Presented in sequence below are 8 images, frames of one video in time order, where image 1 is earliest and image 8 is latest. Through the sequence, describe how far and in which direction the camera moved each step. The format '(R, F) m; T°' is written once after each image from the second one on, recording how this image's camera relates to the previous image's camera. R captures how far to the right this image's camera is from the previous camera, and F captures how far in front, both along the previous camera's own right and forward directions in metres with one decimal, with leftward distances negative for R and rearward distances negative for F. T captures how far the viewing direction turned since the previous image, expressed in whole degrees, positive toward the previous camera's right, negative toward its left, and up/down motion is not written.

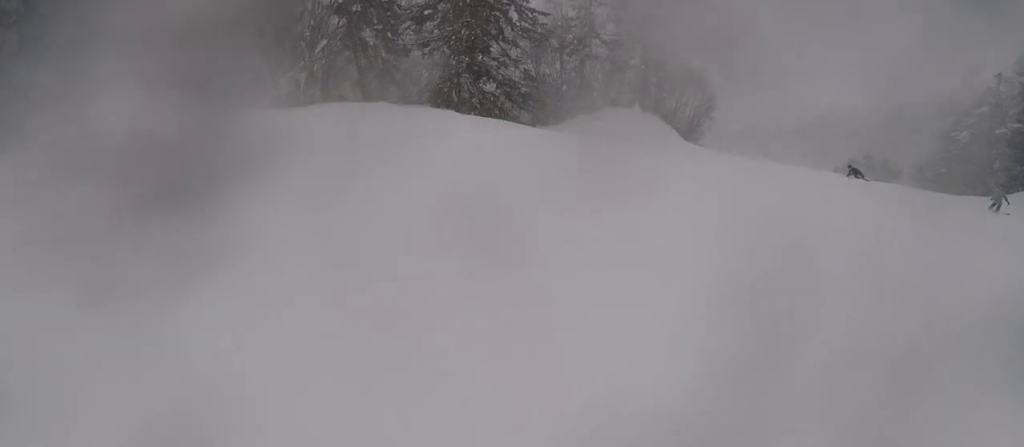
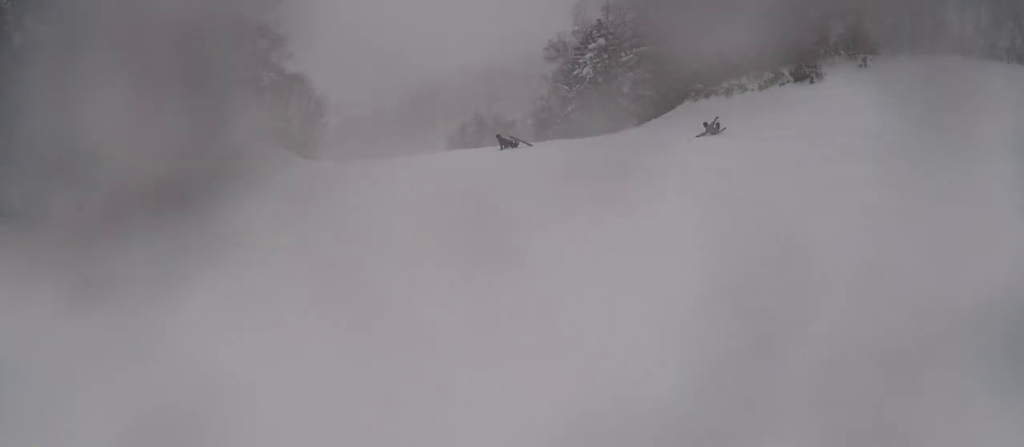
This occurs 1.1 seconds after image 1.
(+1.9, +5.7) m; +23°
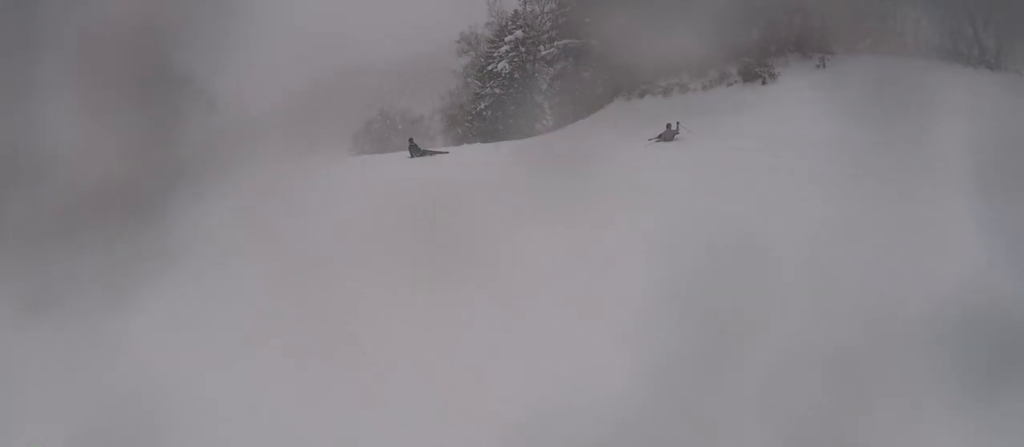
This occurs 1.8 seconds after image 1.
(+0.5, +4.4) m; 0°
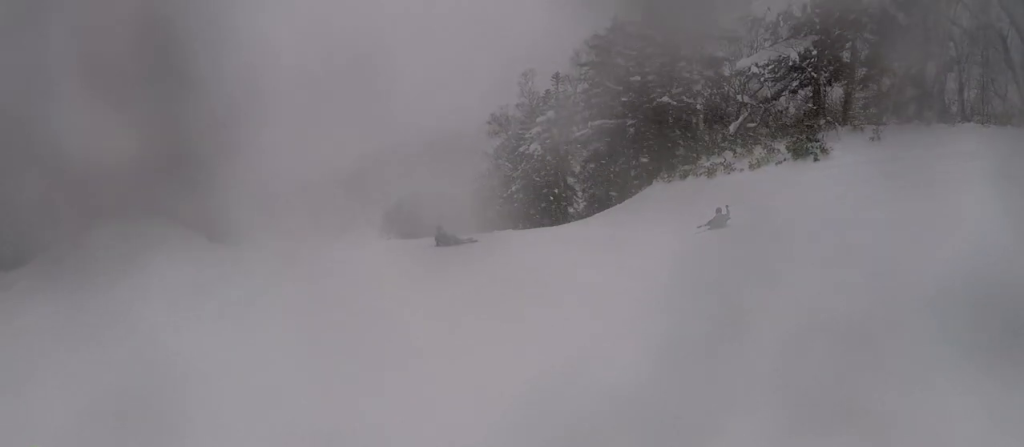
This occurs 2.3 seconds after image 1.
(-0.2, +2.7) m; -8°
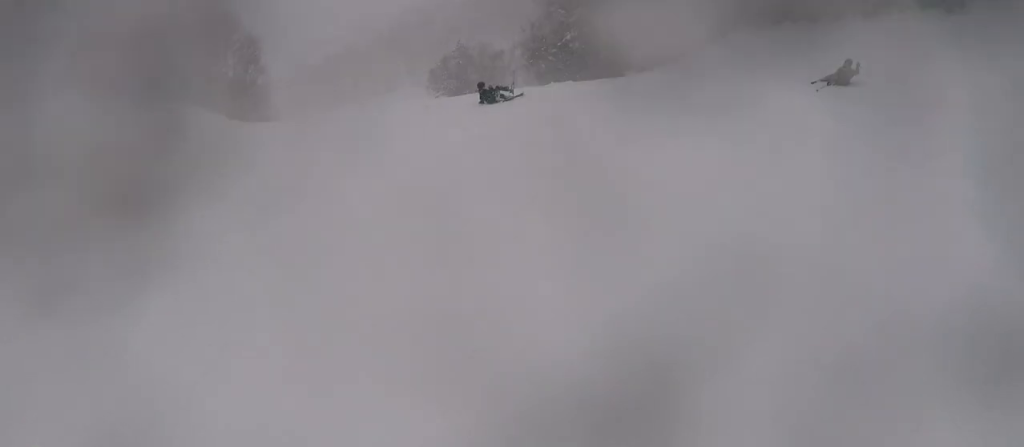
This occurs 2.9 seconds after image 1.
(-0.3, +3.5) m; -7°
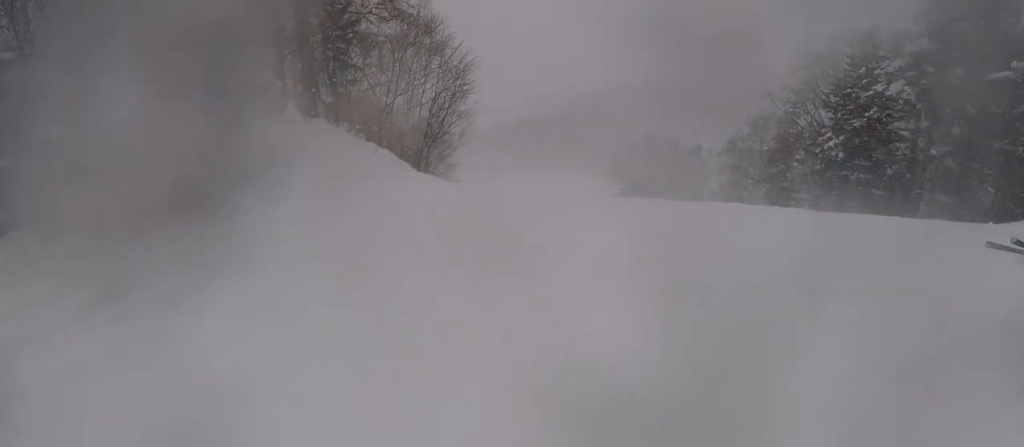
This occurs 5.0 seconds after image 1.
(+0.2, +11.3) m; +25°
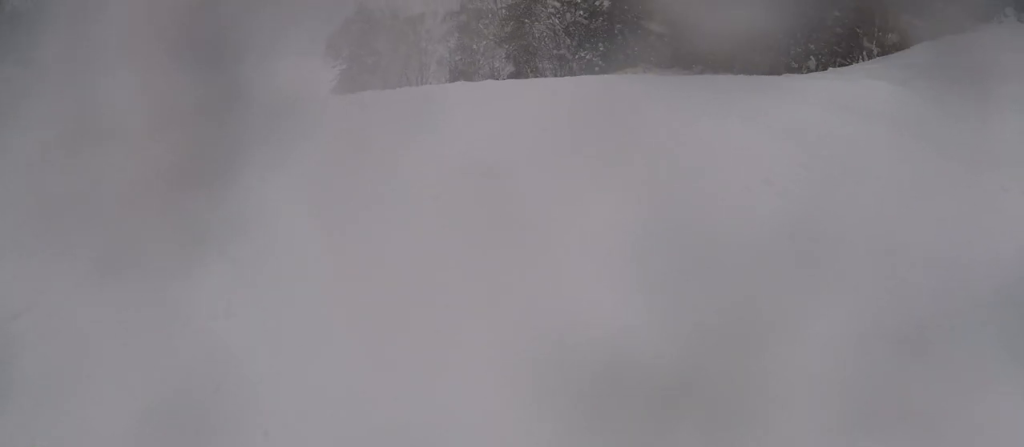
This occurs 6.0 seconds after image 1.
(+1.5, +4.8) m; +28°
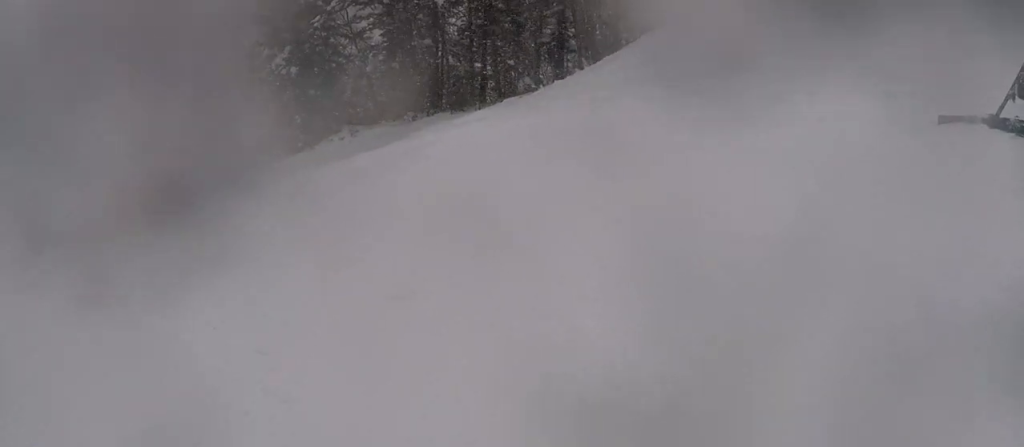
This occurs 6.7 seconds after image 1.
(+0.4, +2.8) m; +13°
